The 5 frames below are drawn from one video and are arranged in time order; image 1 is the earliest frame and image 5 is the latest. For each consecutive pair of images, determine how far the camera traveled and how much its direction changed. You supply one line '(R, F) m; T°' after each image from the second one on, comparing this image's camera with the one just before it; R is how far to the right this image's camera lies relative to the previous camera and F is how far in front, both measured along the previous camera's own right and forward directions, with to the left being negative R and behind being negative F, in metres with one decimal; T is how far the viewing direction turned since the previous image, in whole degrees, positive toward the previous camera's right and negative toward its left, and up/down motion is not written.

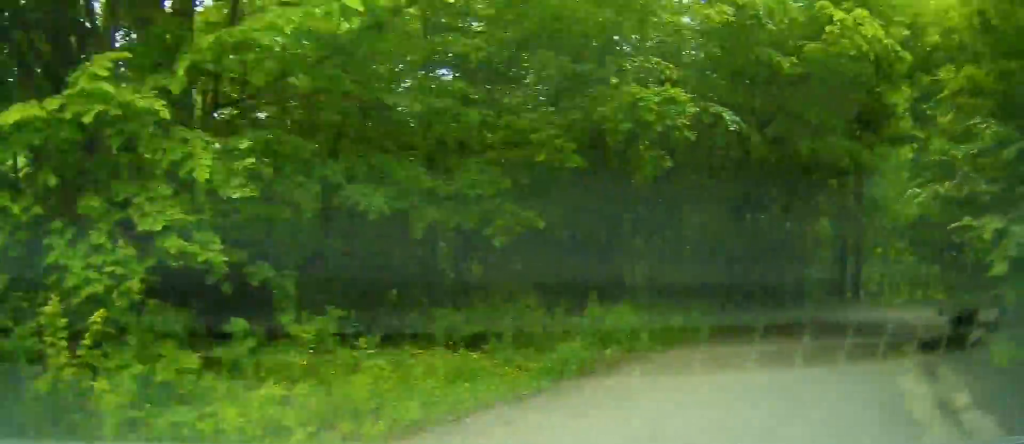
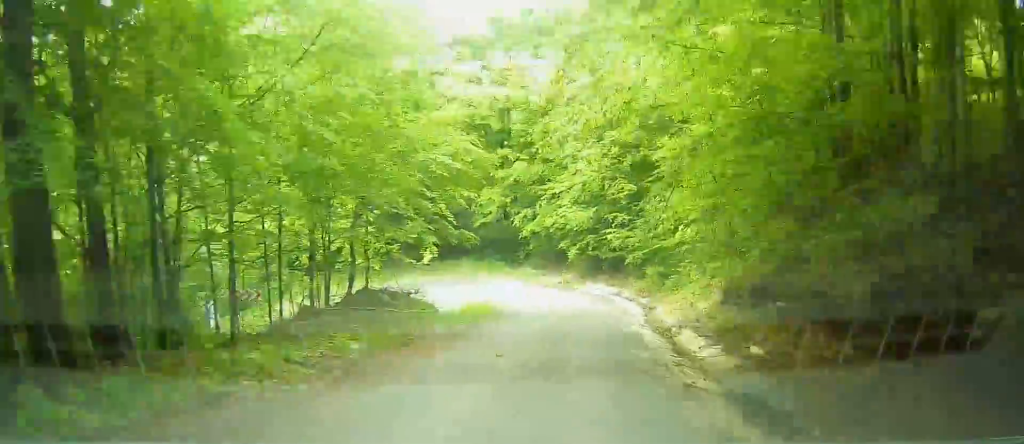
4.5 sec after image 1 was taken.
(+5.7, +17.1) m; +22°
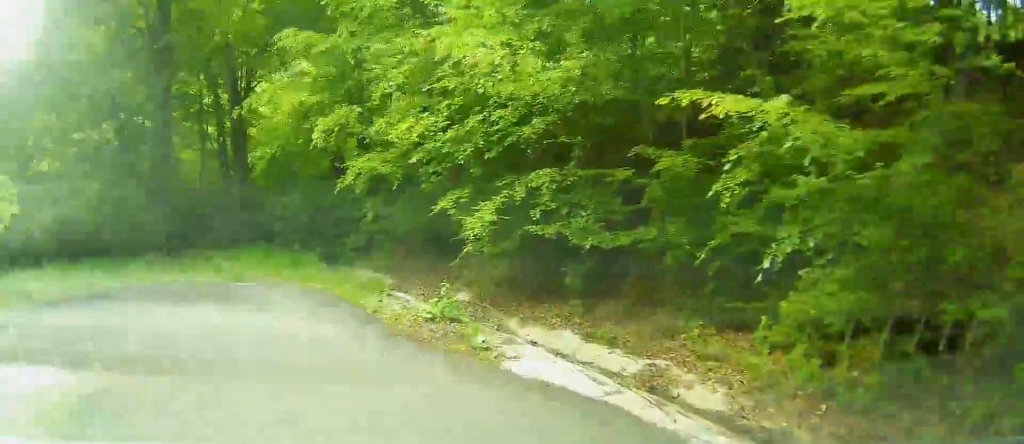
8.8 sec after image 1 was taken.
(+0.6, +15.1) m; -25°
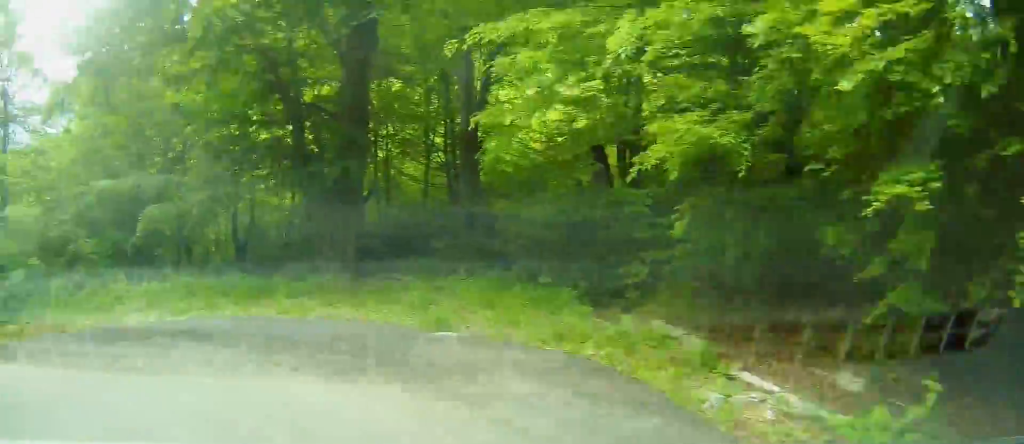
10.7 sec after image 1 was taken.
(0.0, +4.4) m; -26°
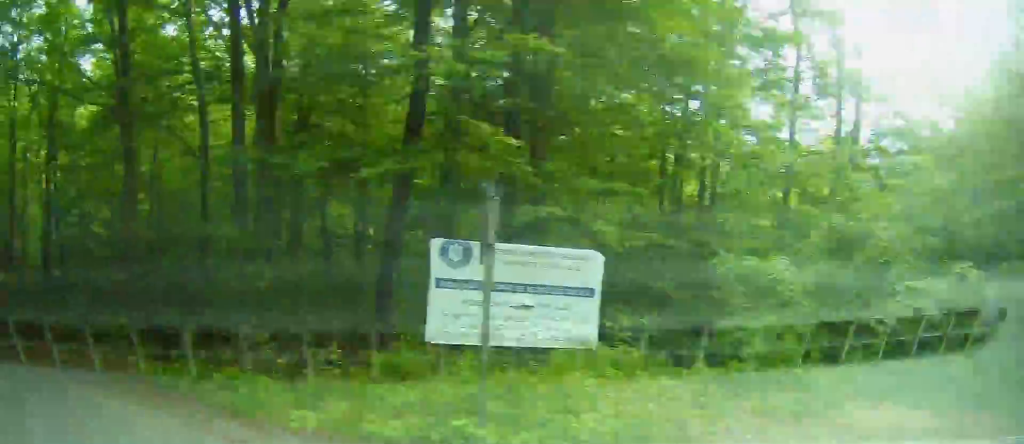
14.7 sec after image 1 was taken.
(-8.2, +7.5) m; -67°
